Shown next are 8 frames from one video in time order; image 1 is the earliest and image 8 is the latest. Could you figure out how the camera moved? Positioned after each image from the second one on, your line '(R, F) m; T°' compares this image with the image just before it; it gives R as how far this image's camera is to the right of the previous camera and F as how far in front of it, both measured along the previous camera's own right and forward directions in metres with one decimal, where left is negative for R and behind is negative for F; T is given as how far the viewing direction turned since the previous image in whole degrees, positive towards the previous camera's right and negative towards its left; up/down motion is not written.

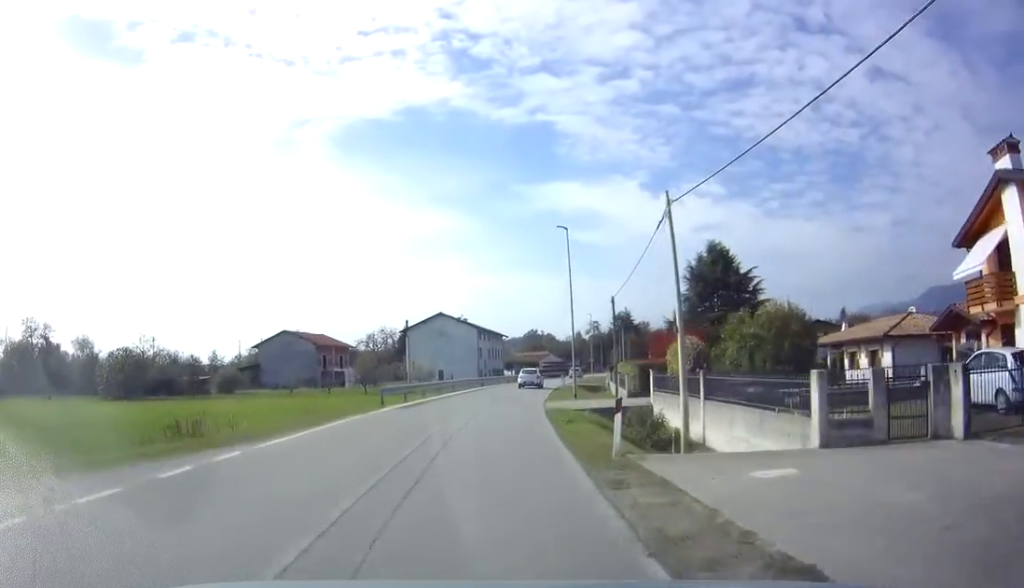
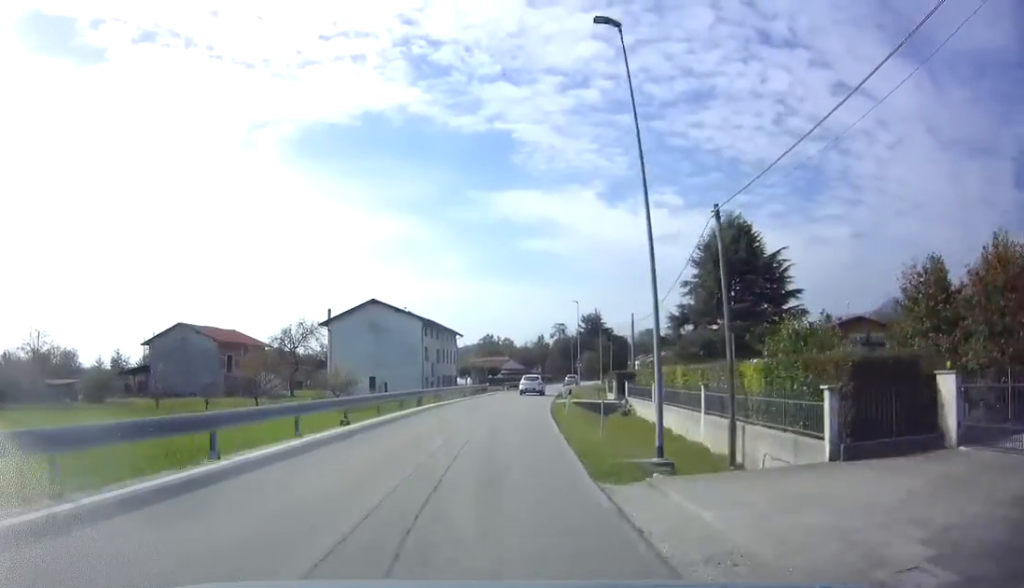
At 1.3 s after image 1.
(+0.5, +21.8) m; +4°
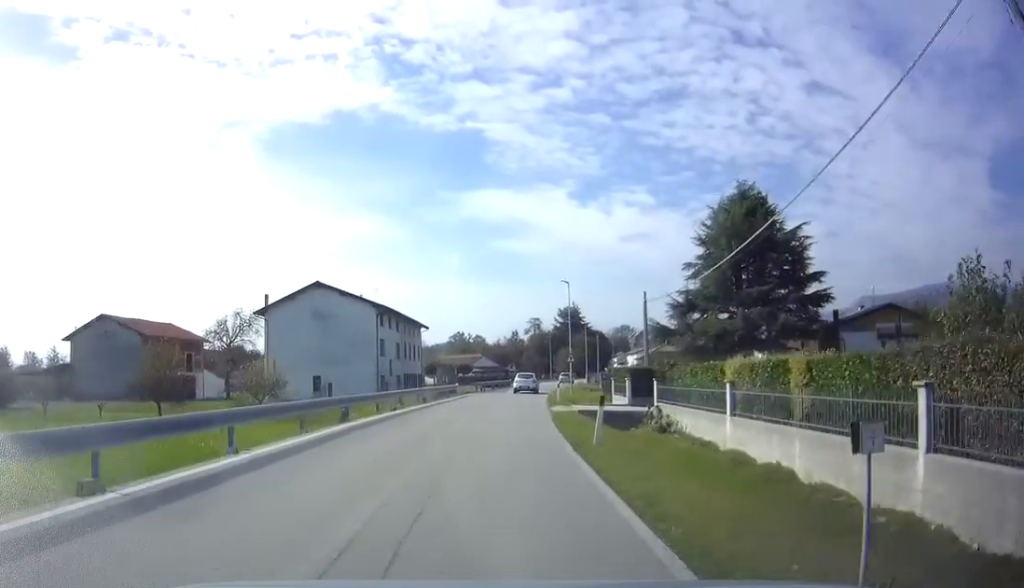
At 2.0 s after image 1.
(+0.5, +11.0) m; +2°
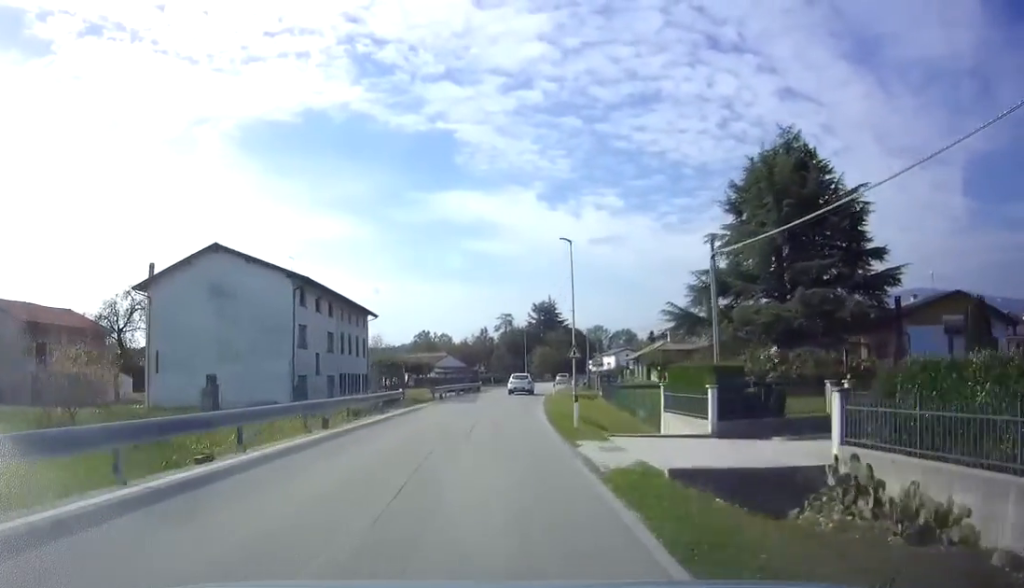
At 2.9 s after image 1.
(+0.1, +14.9) m; +2°
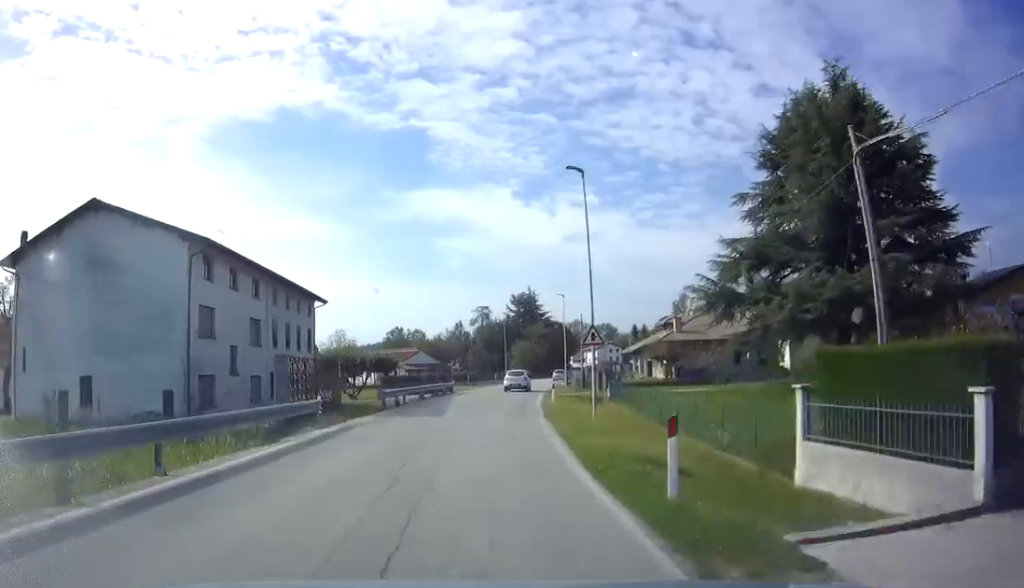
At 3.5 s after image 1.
(+0.2, +10.5) m; +2°
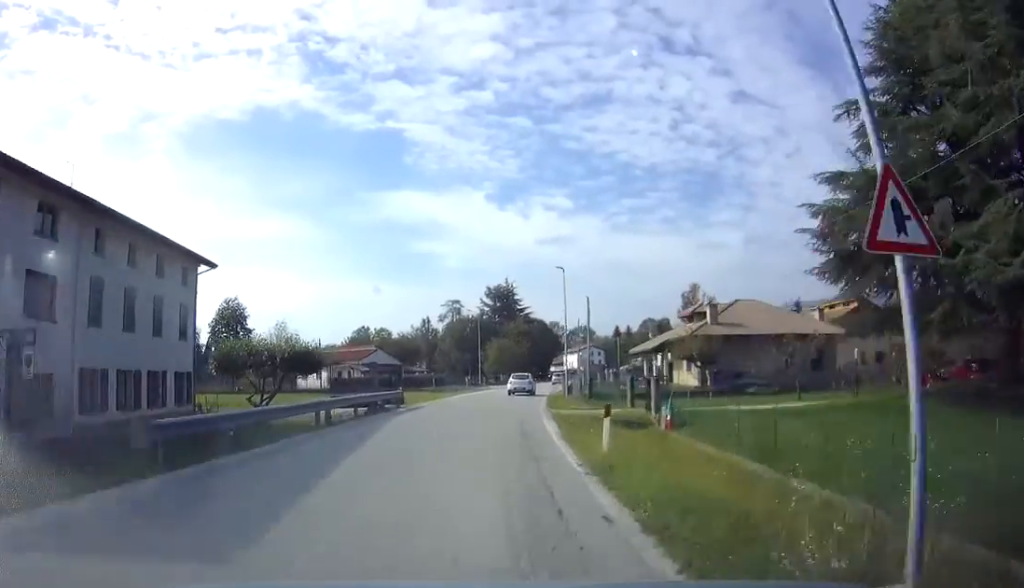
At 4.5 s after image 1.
(+0.6, +16.4) m; +4°
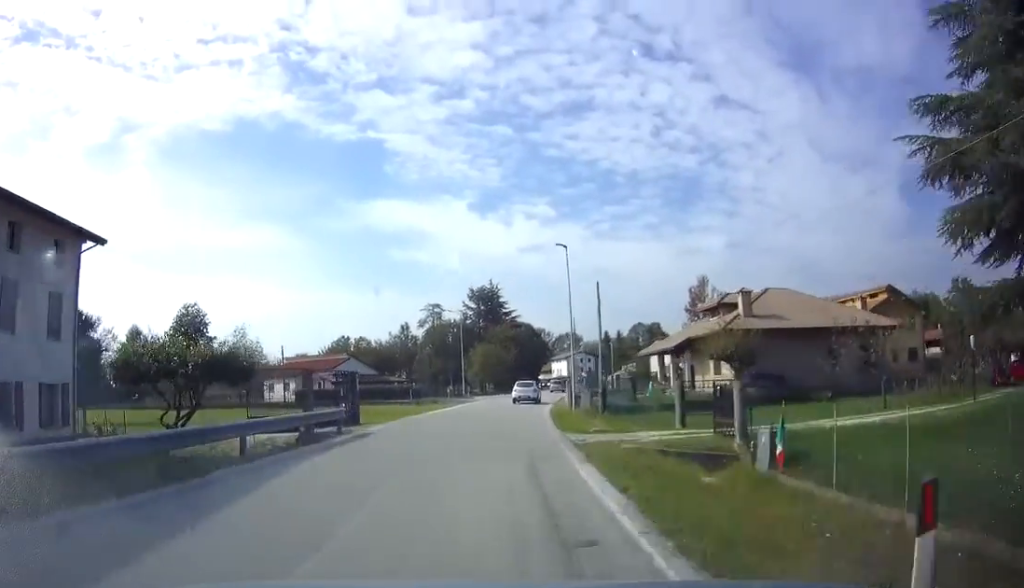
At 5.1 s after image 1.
(+0.1, +8.7) m; +2°
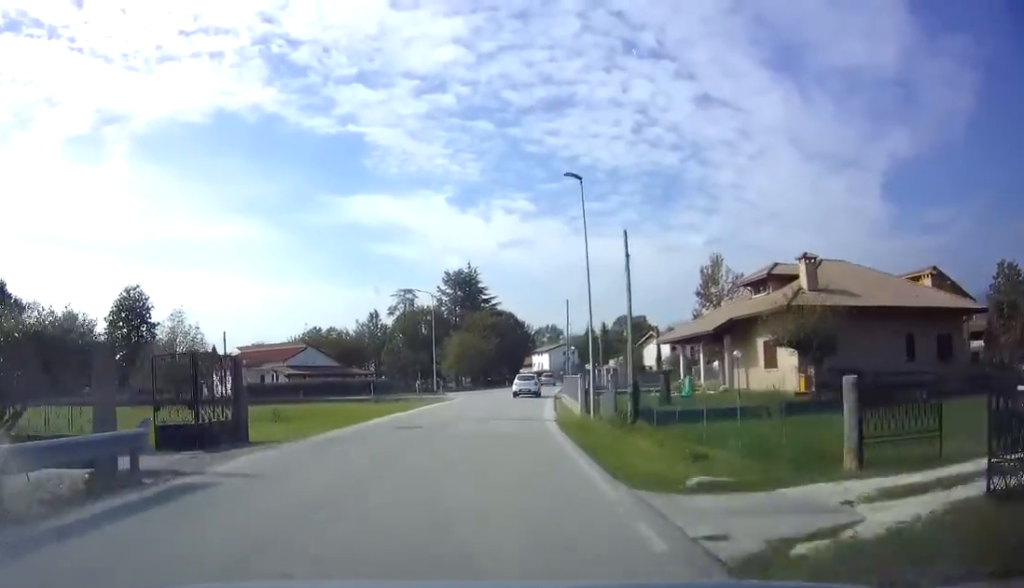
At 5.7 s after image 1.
(+0.3, +10.2) m; +3°
